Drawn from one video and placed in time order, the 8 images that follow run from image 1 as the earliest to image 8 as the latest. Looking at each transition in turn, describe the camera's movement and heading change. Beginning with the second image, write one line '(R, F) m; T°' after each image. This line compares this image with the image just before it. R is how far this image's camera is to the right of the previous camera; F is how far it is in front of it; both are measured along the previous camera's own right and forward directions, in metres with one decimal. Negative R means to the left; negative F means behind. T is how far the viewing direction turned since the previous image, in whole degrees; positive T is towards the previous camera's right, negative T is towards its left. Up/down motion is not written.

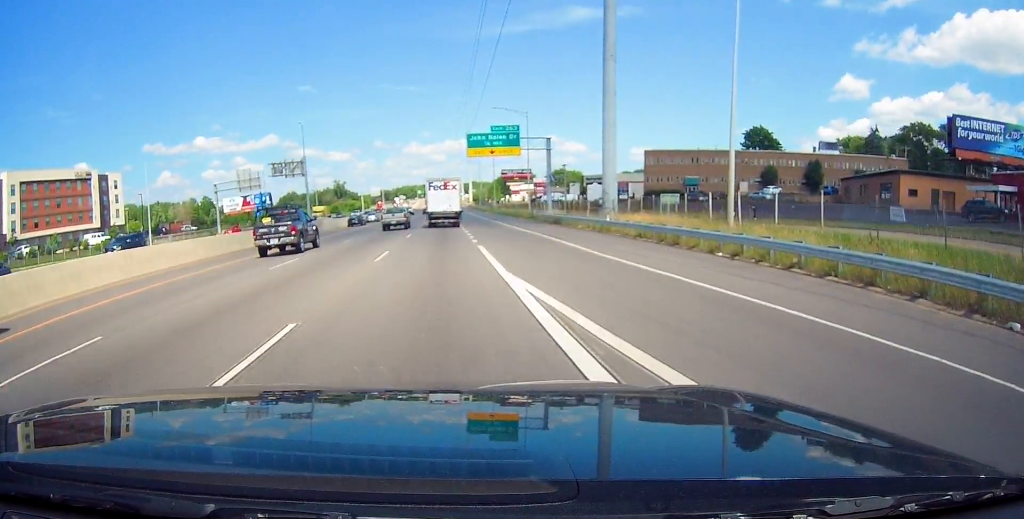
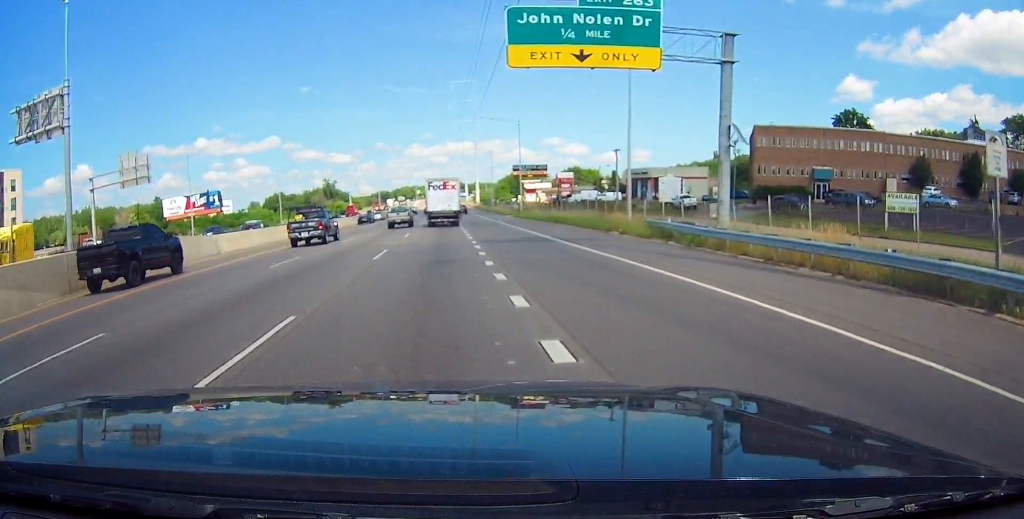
(-0.1, +44.5) m; 0°
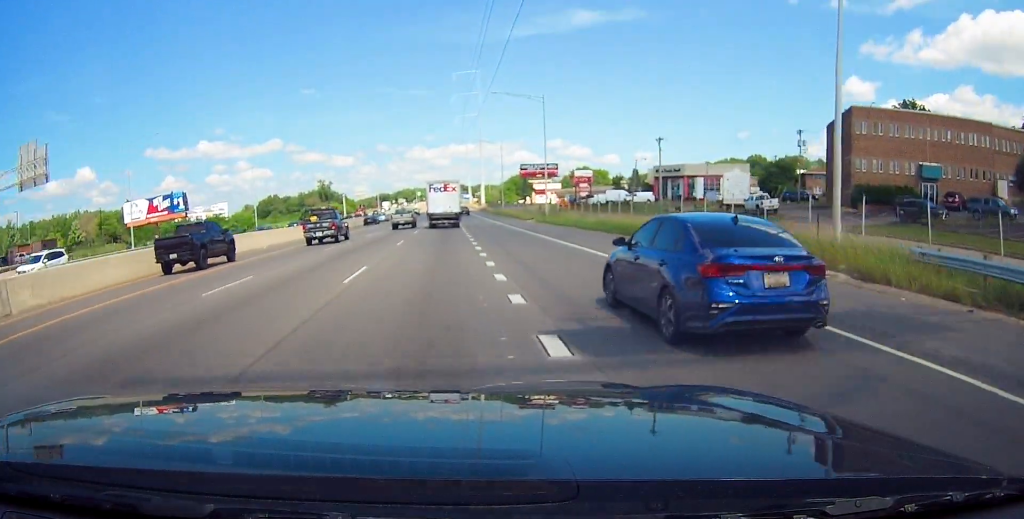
(+0.1, +21.5) m; 0°
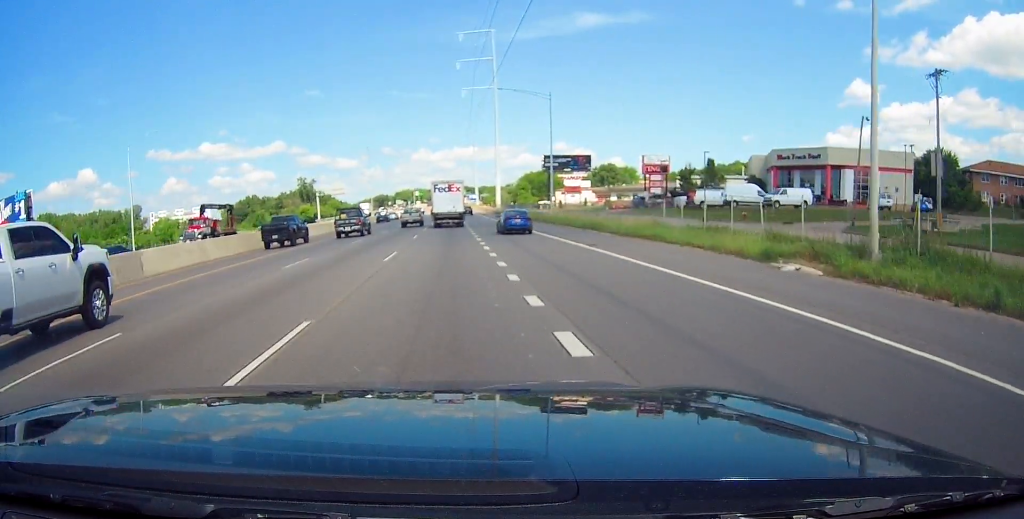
(-0.4, +54.3) m; 0°
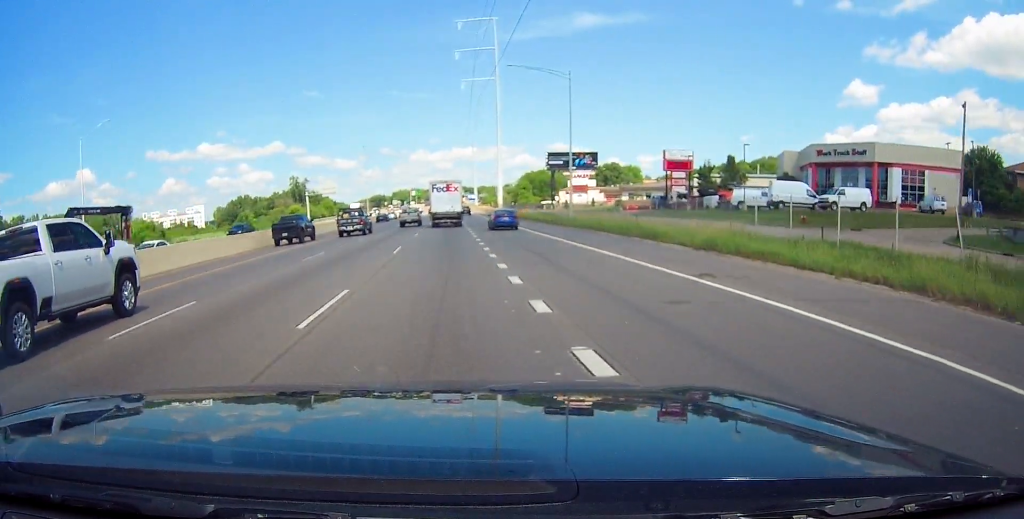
(-0.1, +11.5) m; 0°
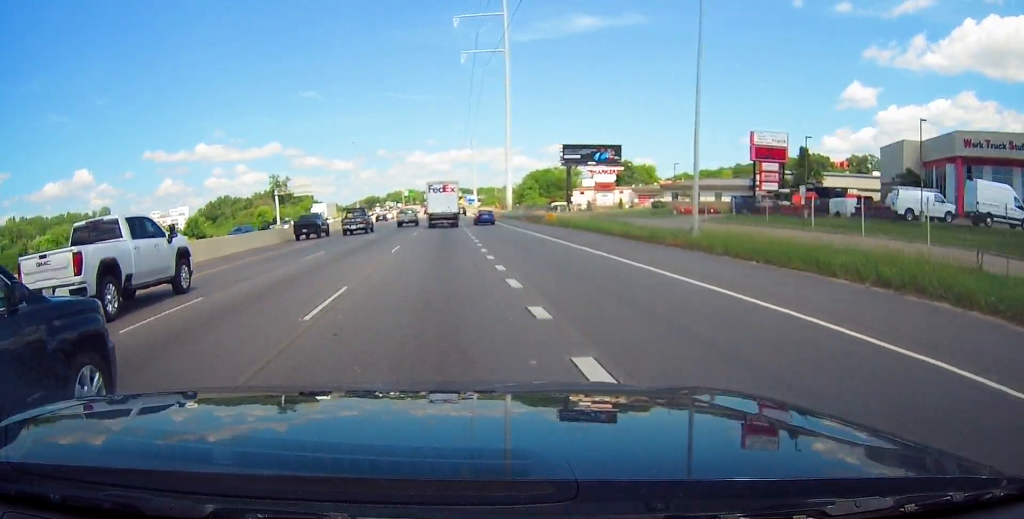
(+0.5, +29.4) m; +1°
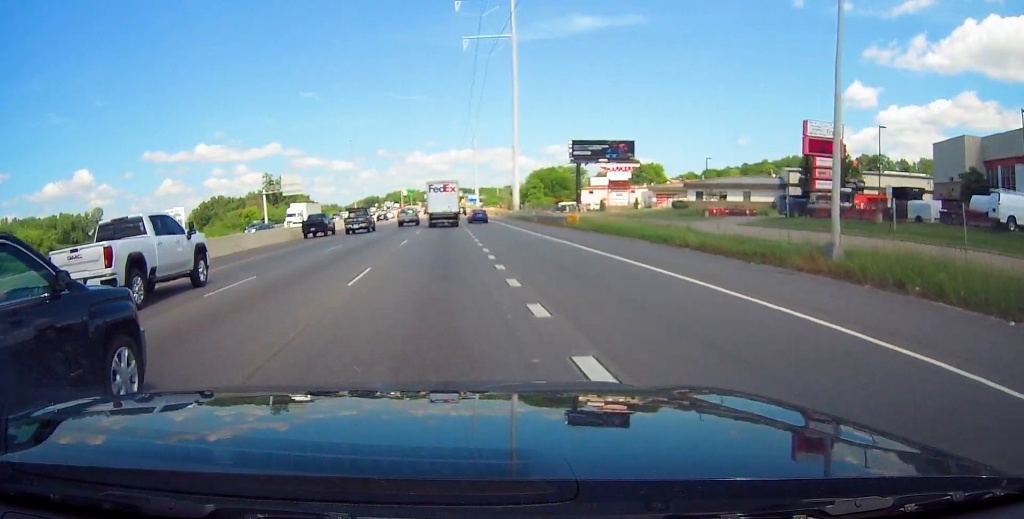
(+0.2, +10.8) m; -1°
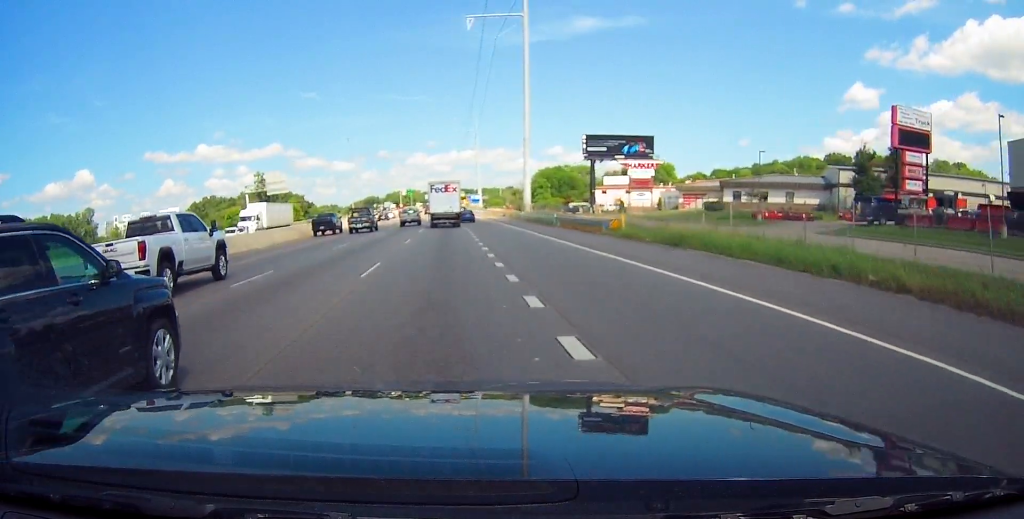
(0.0, +13.3) m; -1°
